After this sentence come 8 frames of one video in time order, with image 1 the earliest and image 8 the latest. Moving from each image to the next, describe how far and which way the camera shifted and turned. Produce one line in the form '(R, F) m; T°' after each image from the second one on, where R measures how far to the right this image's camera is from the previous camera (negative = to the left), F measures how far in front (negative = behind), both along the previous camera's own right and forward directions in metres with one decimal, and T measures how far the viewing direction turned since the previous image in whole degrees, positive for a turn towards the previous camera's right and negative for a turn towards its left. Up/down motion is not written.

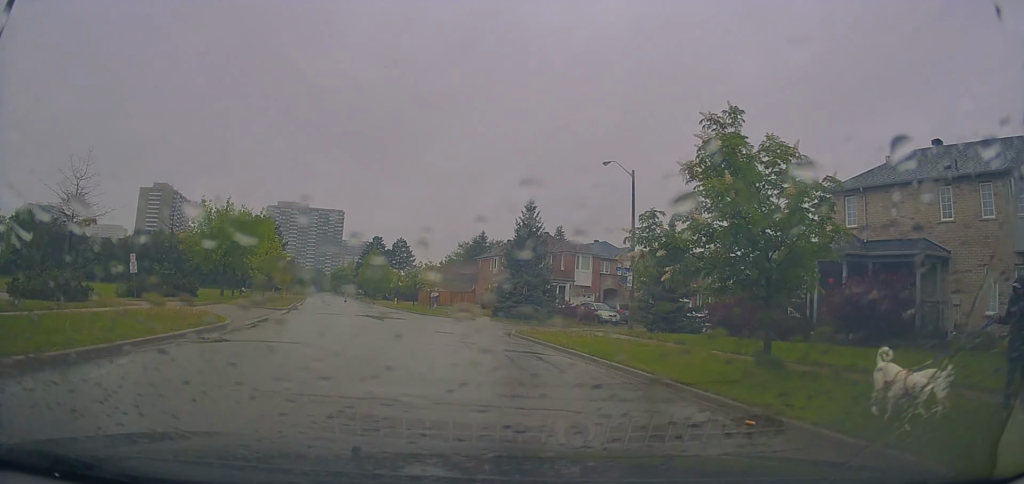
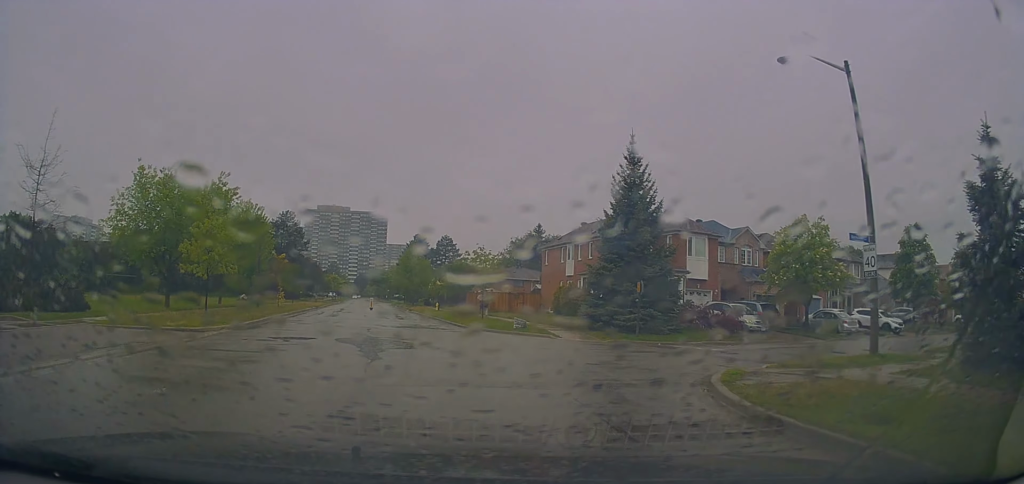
(-1.0, +17.0) m; -6°
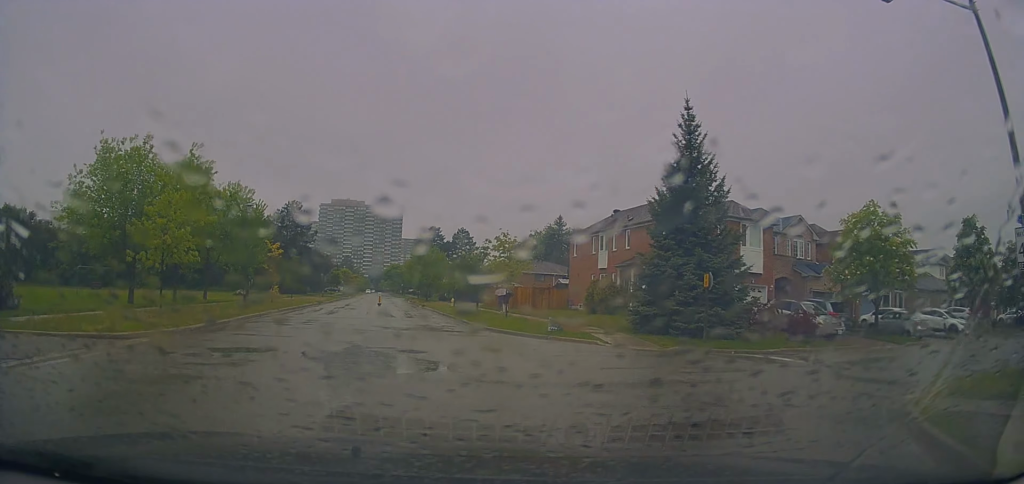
(-0.1, +5.6) m; -1°
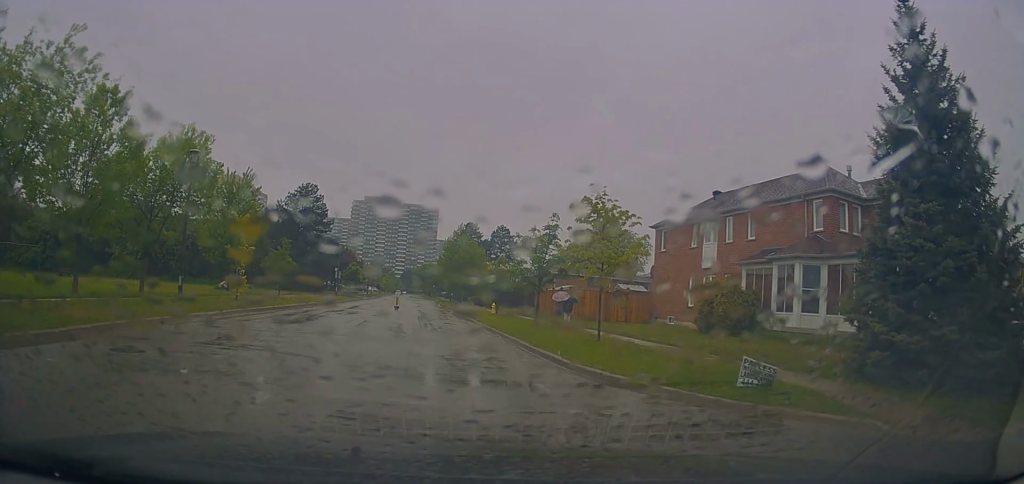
(-0.1, +12.0) m; 0°
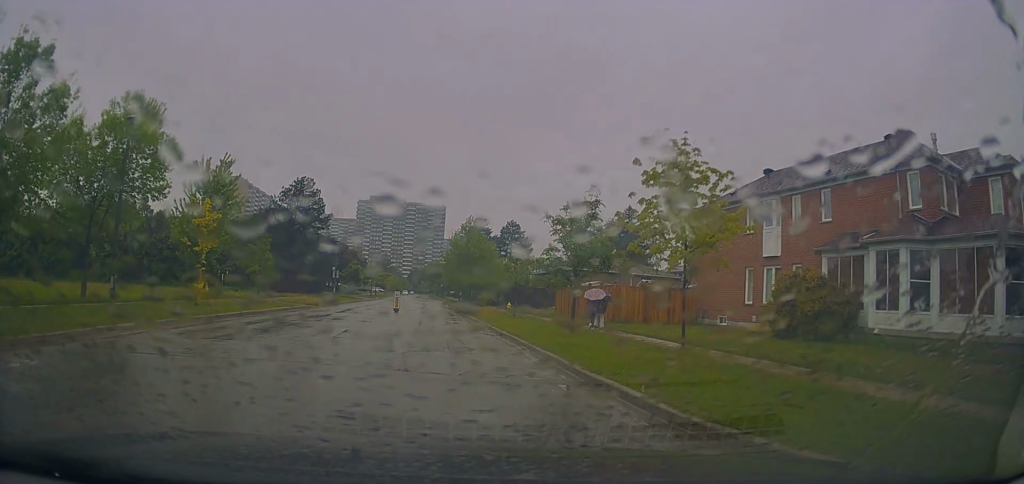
(0.0, +5.7) m; 0°
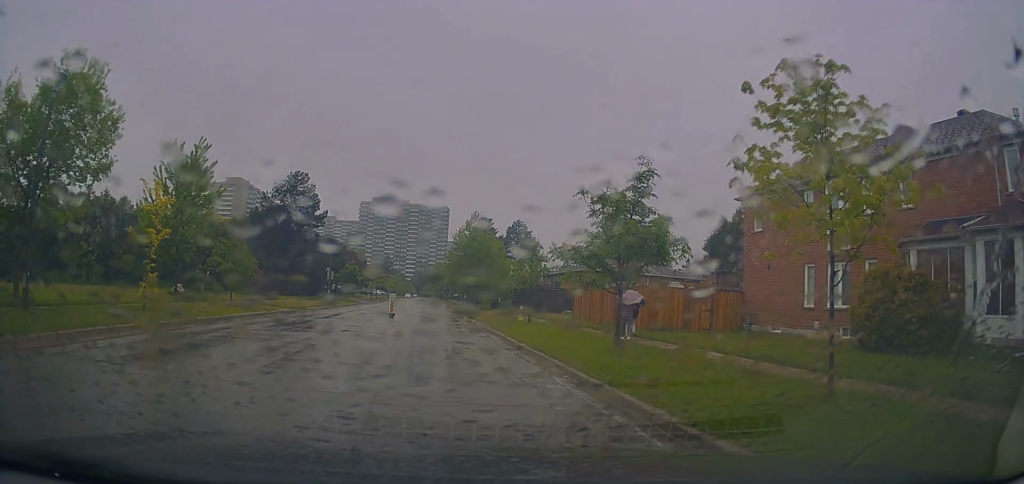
(0.0, +4.5) m; 0°
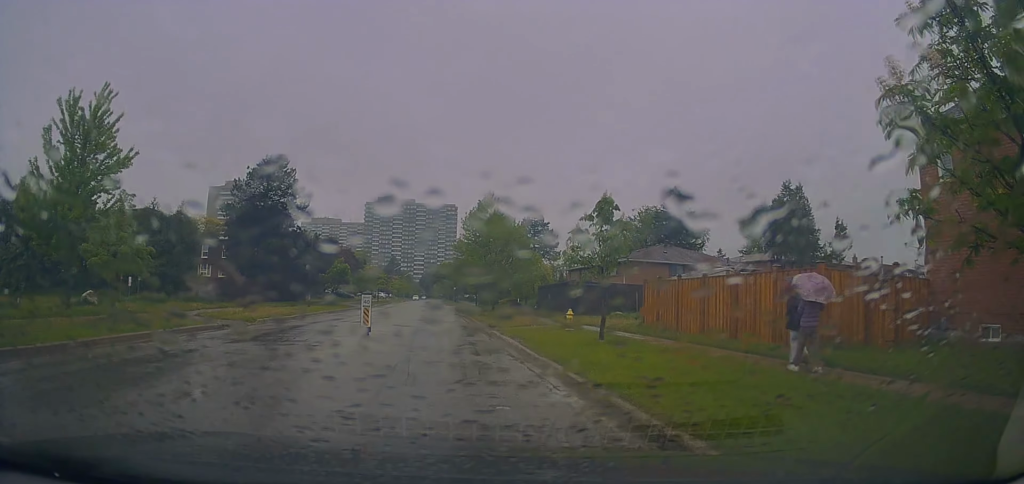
(0.0, +11.9) m; -1°
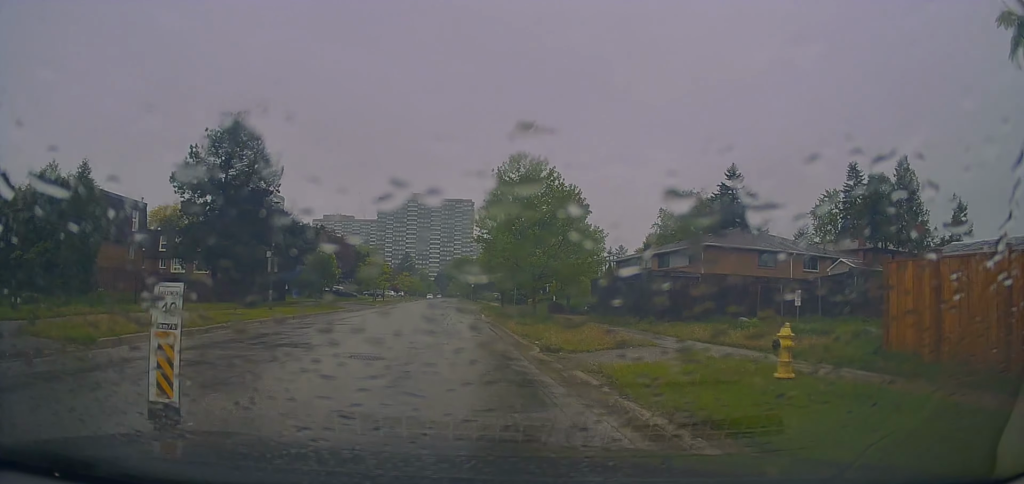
(-0.2, +14.3) m; -1°
